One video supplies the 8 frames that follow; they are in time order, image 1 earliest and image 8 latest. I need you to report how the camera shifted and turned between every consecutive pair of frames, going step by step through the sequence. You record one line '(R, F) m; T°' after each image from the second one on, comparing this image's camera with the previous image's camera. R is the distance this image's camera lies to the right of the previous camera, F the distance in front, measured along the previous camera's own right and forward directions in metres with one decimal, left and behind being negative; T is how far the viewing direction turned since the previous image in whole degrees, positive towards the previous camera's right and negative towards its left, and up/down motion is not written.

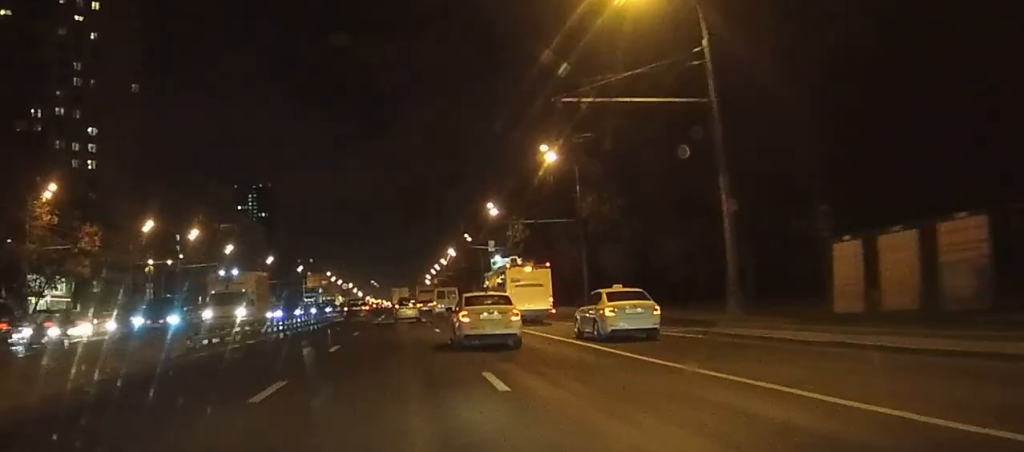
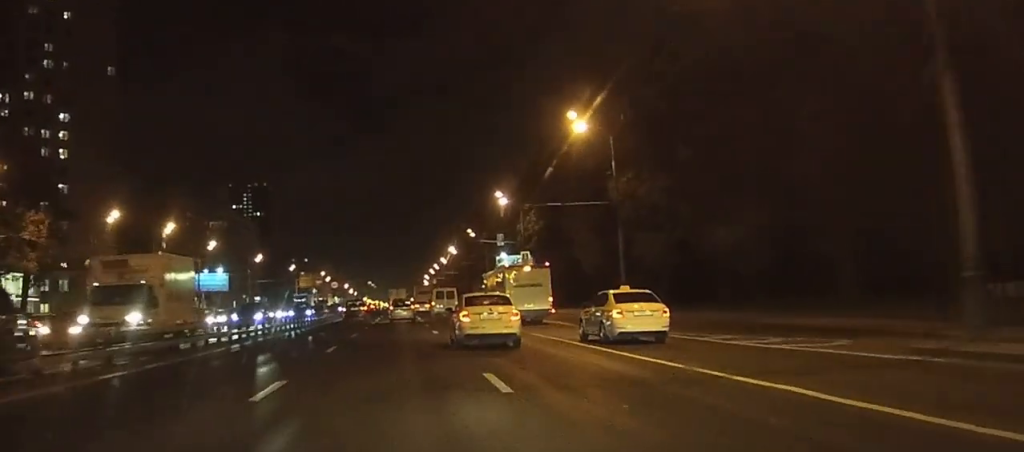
(0.0, +12.1) m; 0°
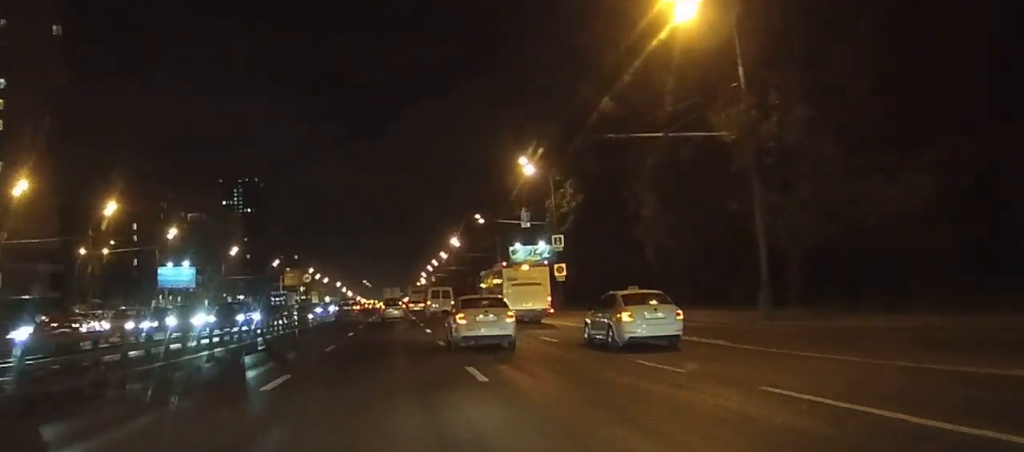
(+0.1, +22.4) m; 0°
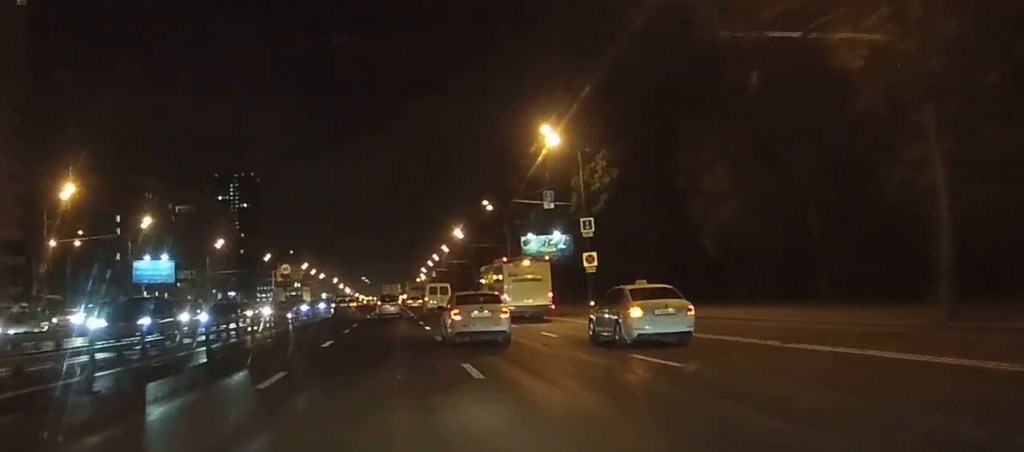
(0.0, +12.1) m; 0°
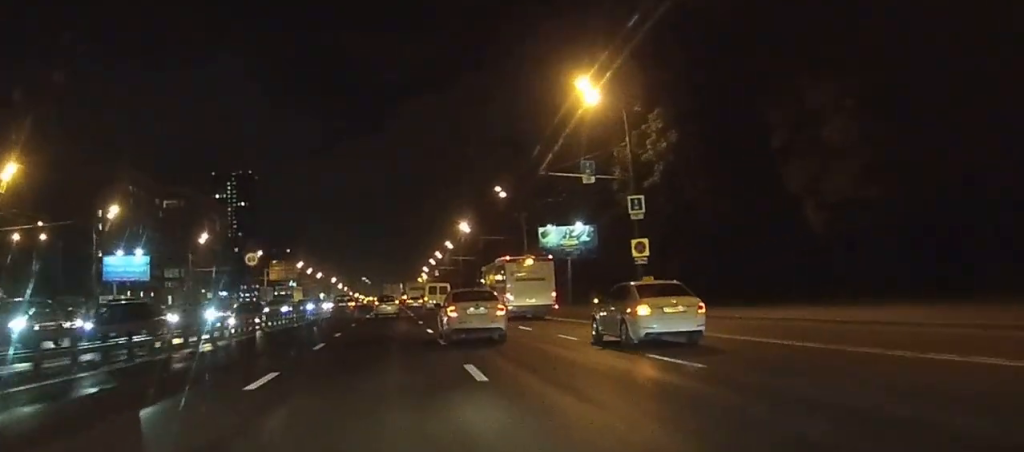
(0.0, +12.9) m; 0°
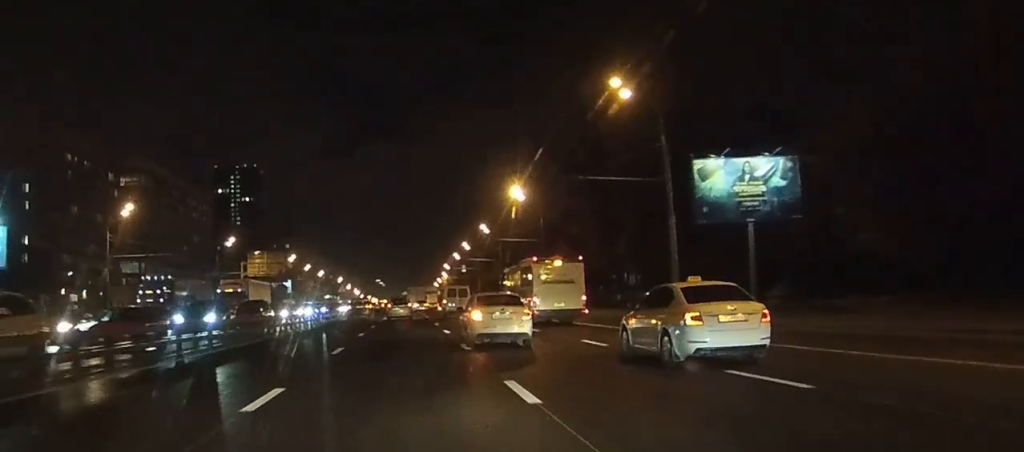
(-0.4, +45.4) m; -1°
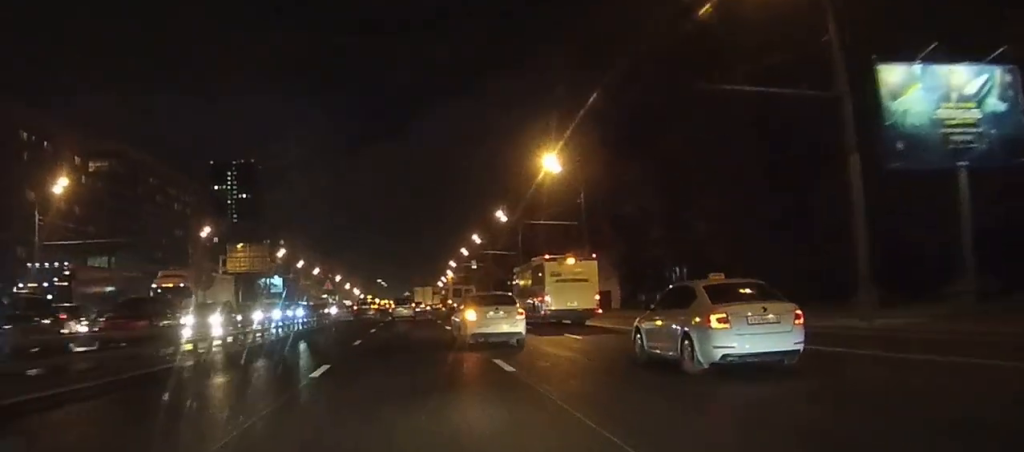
(0.0, +19.1) m; 0°
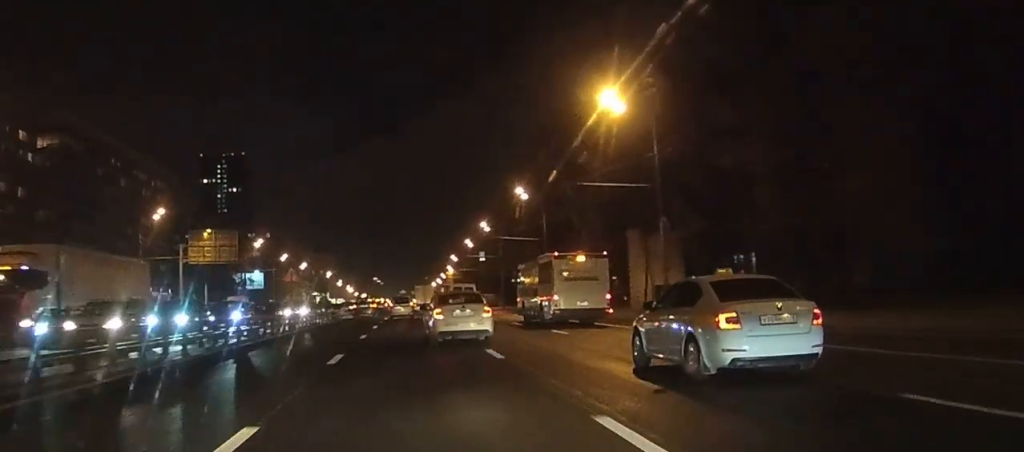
(-0.1, +21.4) m; 0°
